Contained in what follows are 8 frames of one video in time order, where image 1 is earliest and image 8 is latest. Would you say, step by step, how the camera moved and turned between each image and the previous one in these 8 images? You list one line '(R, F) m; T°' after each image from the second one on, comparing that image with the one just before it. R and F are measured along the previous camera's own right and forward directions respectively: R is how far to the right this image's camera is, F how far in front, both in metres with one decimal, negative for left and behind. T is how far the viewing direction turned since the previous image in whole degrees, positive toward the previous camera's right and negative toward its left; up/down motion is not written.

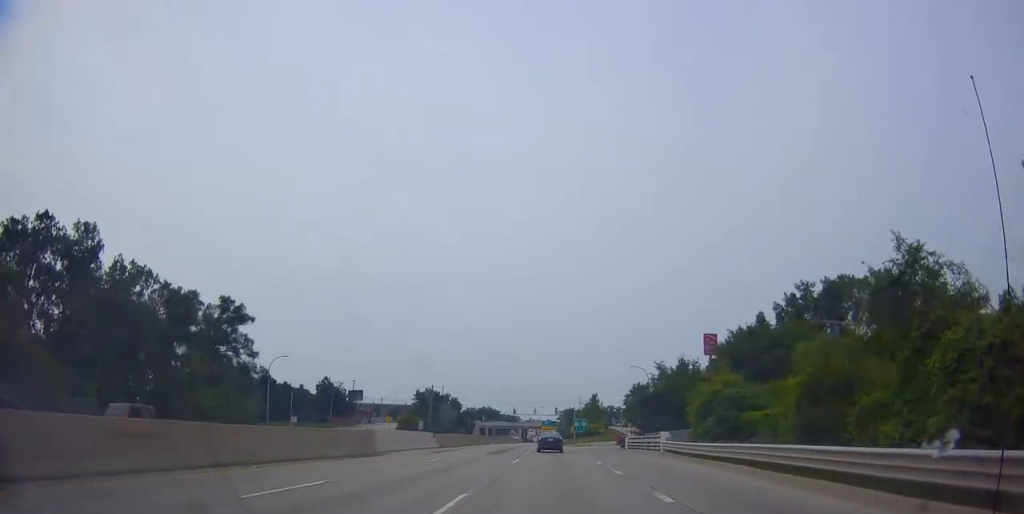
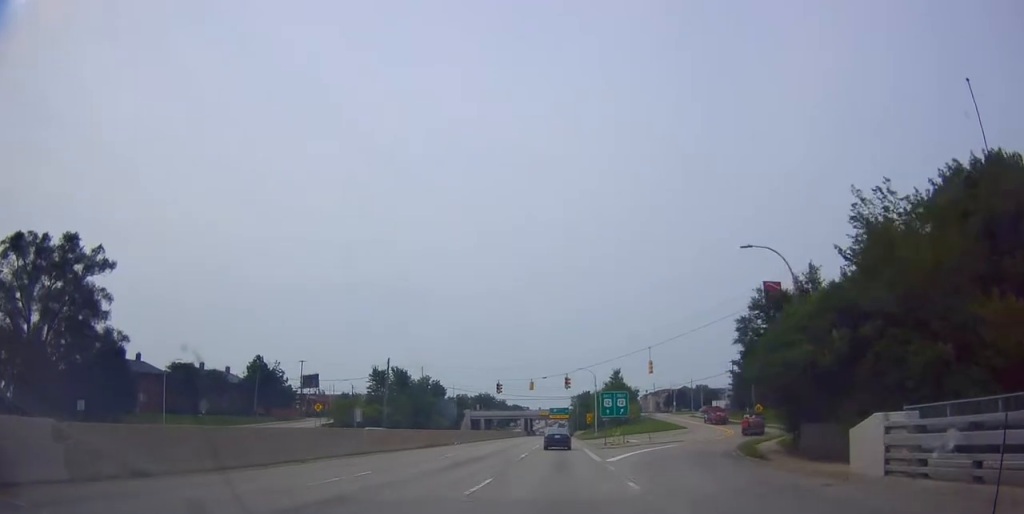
(-0.5, +43.8) m; 0°
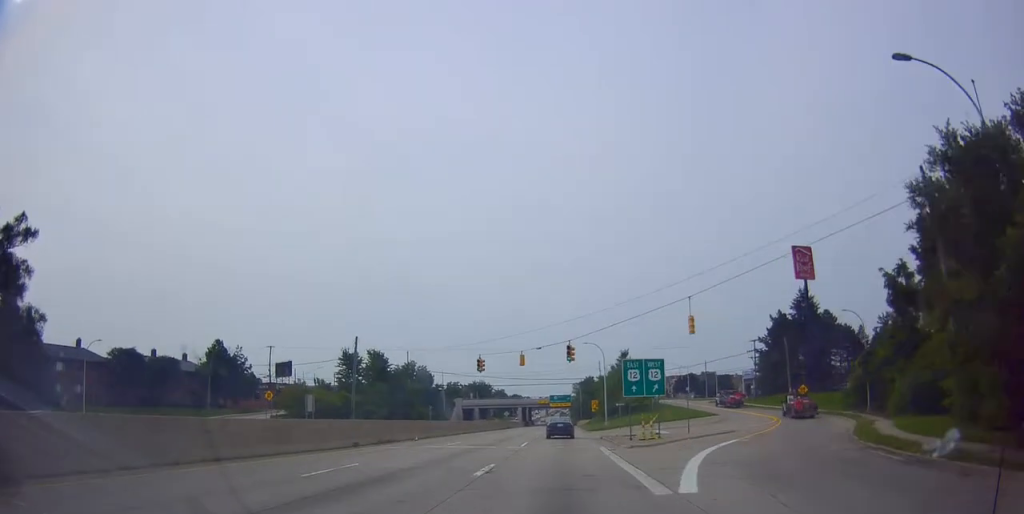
(0.0, +16.2) m; -1°
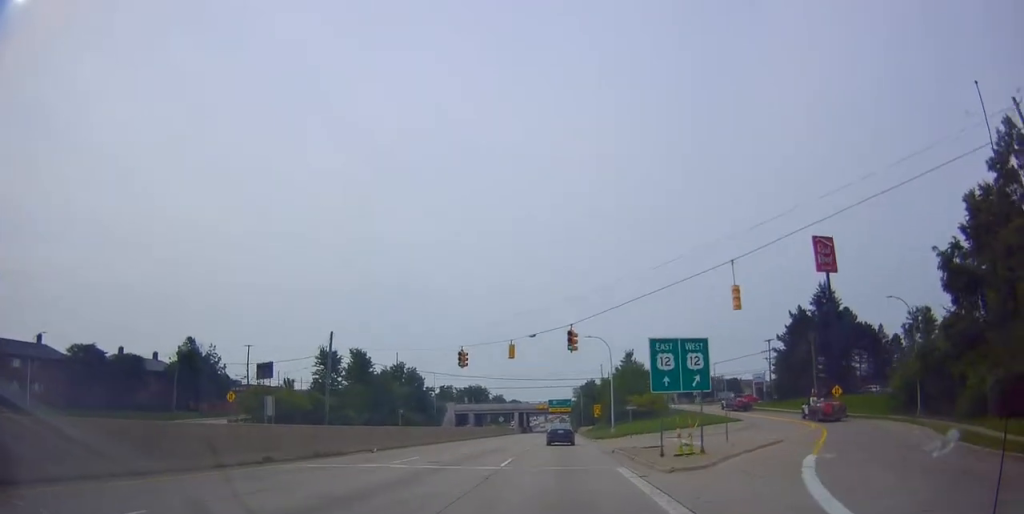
(-0.2, +9.4) m; 0°
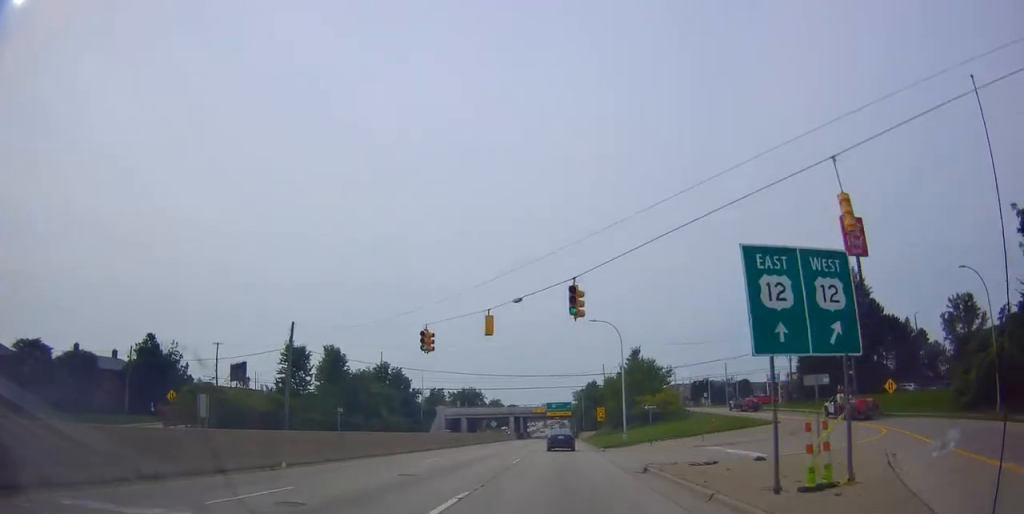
(0.0, +11.3) m; 0°
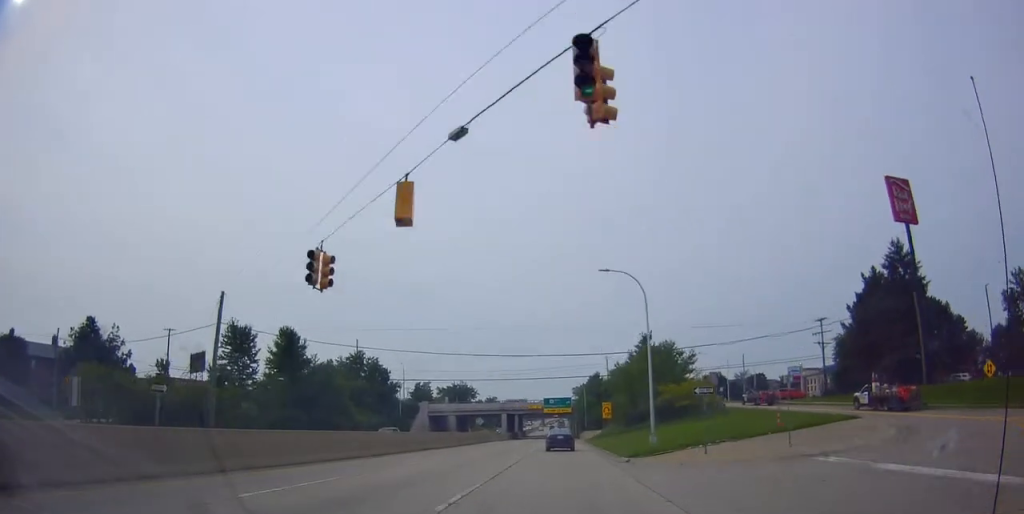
(+0.3, +14.5) m; 0°
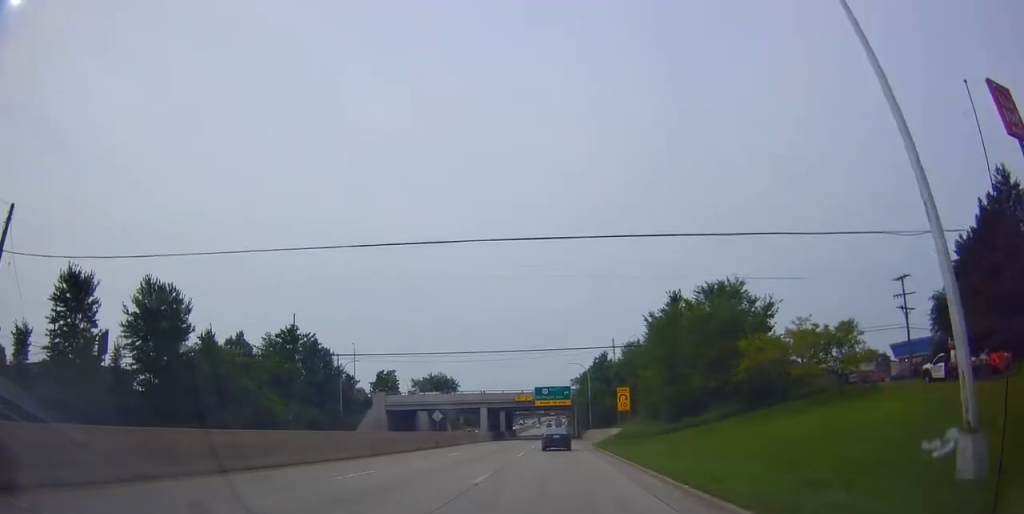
(-0.4, +25.6) m; -1°
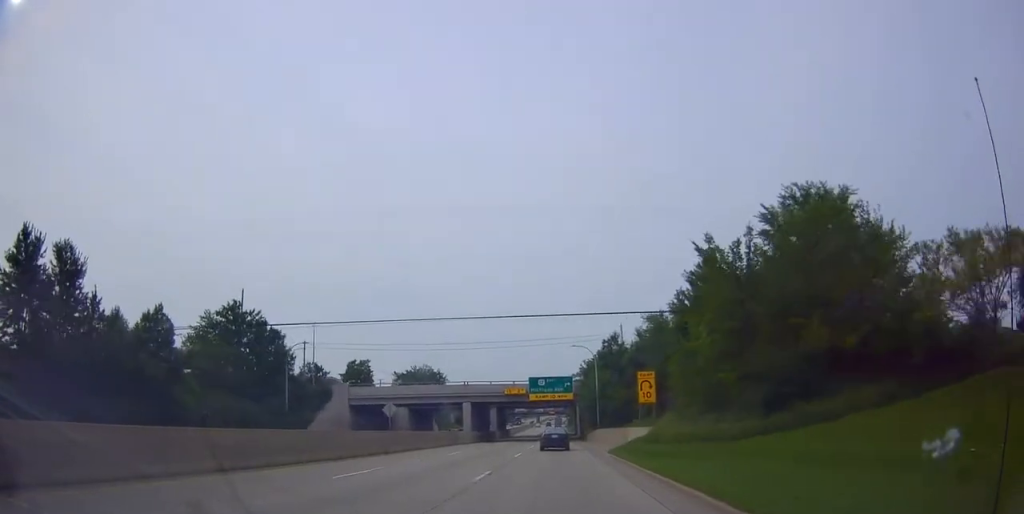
(0.0, +15.0) m; 0°
